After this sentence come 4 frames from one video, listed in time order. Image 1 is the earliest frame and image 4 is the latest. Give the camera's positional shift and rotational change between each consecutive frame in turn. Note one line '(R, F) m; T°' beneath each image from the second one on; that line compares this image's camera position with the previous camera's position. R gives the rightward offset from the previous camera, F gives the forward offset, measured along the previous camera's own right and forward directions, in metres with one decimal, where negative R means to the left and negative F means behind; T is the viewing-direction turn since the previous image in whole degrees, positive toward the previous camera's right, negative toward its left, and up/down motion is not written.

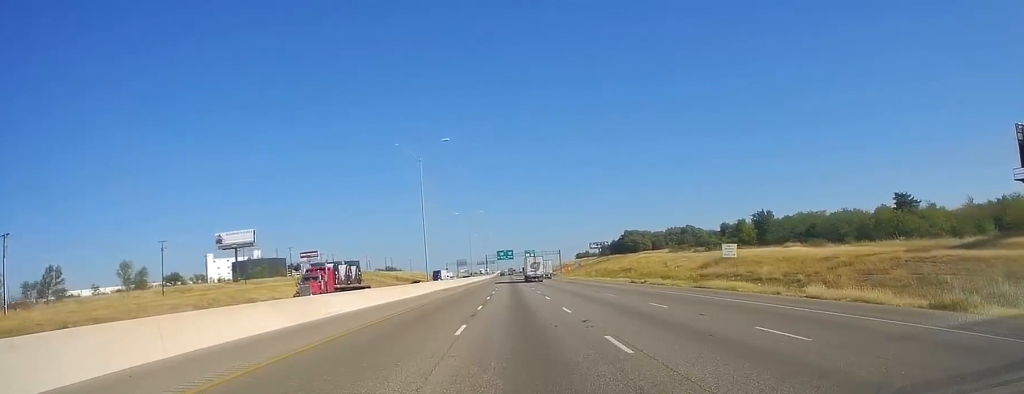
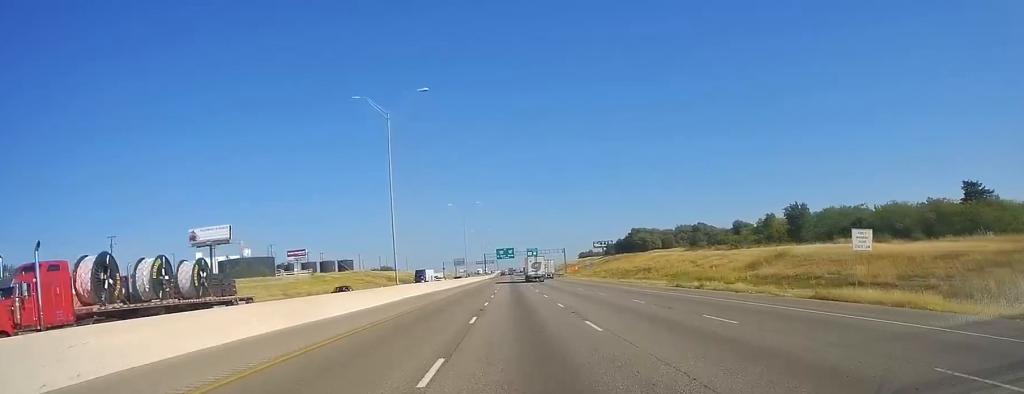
(0.0, +19.8) m; 0°
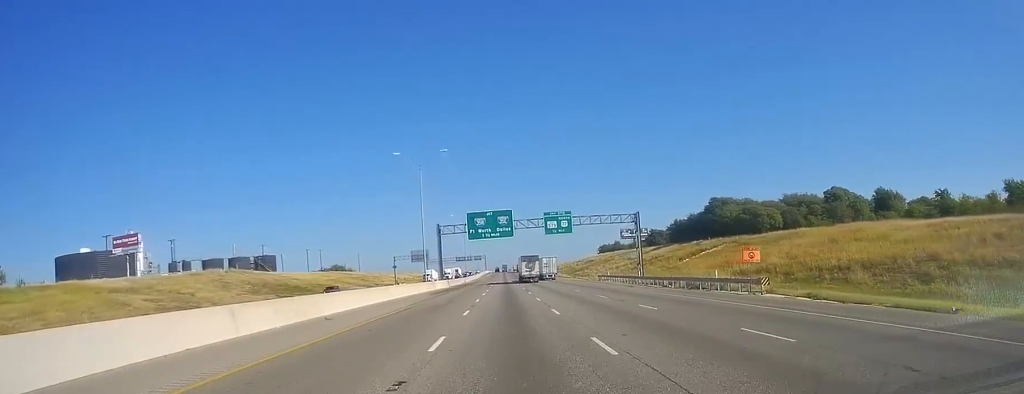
(+0.3, +139.5) m; +1°
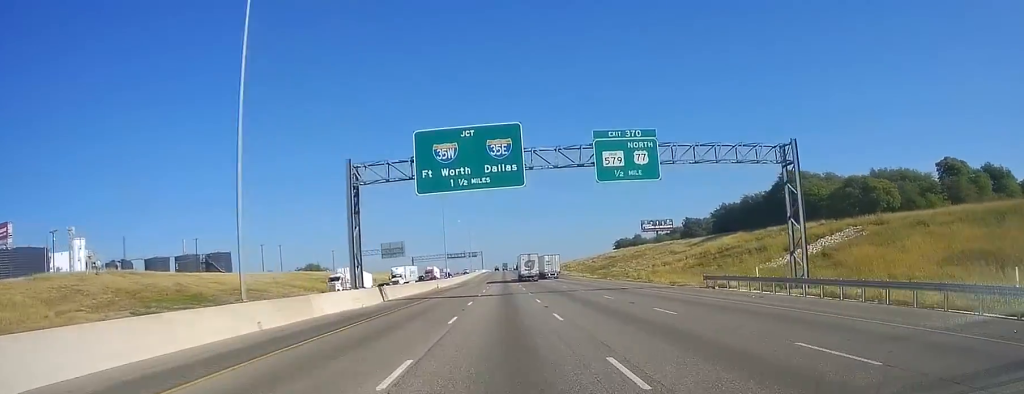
(-1.2, +52.7) m; -2°
